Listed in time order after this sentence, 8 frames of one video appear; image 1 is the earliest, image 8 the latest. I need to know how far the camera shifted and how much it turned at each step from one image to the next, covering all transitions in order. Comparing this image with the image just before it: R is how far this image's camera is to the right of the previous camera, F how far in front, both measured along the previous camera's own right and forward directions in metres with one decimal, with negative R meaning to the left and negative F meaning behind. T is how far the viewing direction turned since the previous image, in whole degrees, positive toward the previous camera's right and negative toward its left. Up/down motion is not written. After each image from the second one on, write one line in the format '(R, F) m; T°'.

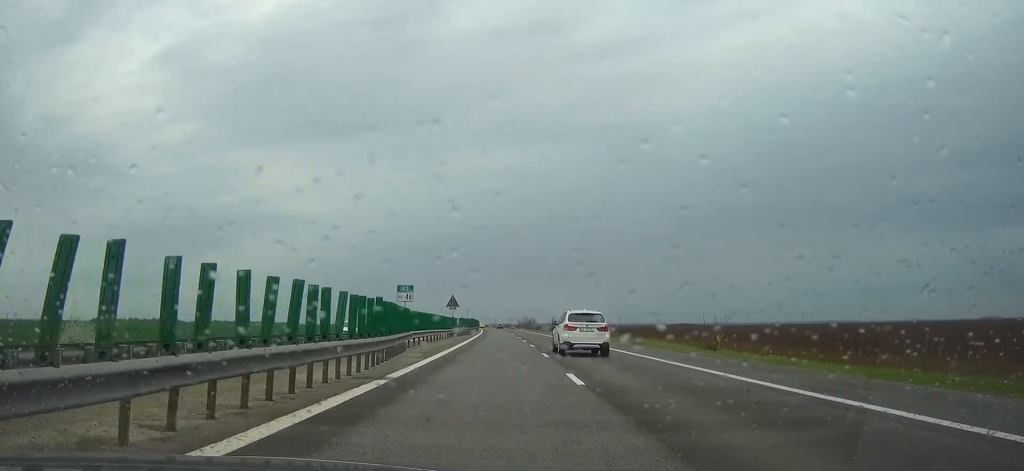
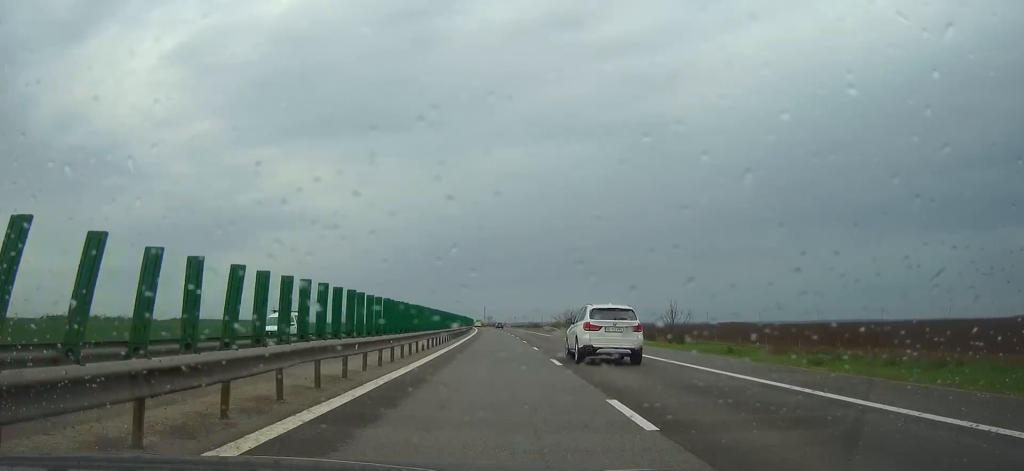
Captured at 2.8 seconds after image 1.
(0.0, +113.1) m; -1°
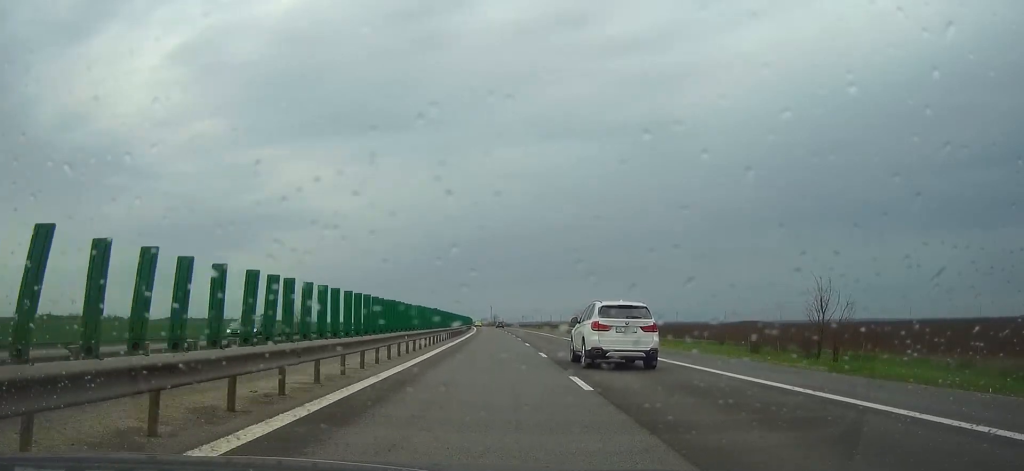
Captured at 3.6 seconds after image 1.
(-0.6, +31.3) m; -1°
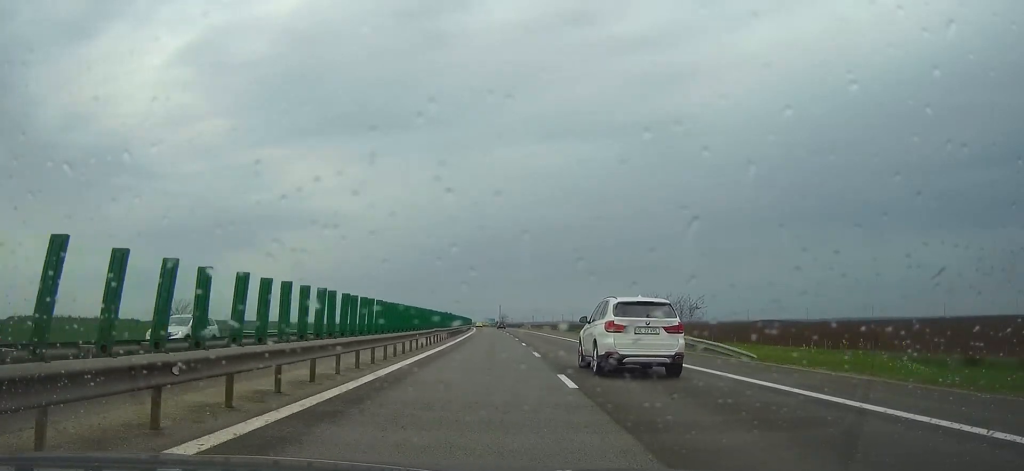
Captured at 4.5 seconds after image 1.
(-0.4, +35.6) m; -1°
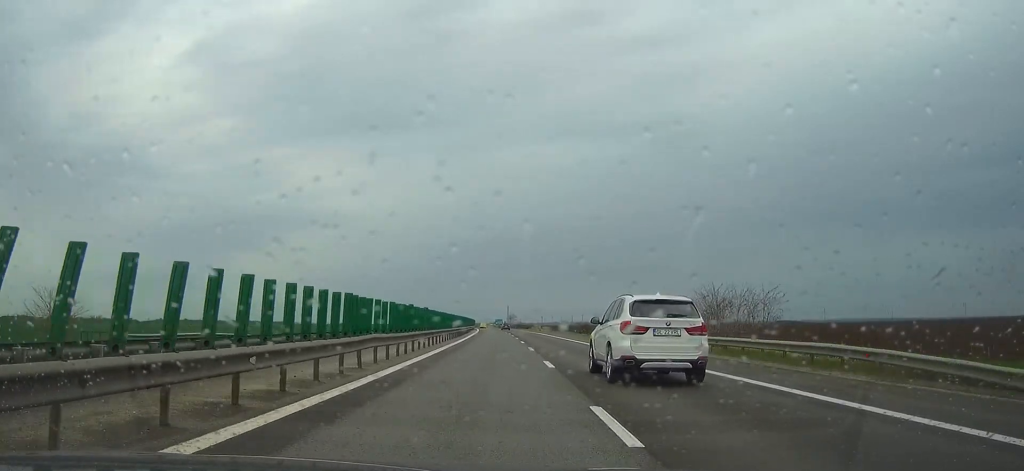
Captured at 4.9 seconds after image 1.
(0.0, +17.9) m; 0°
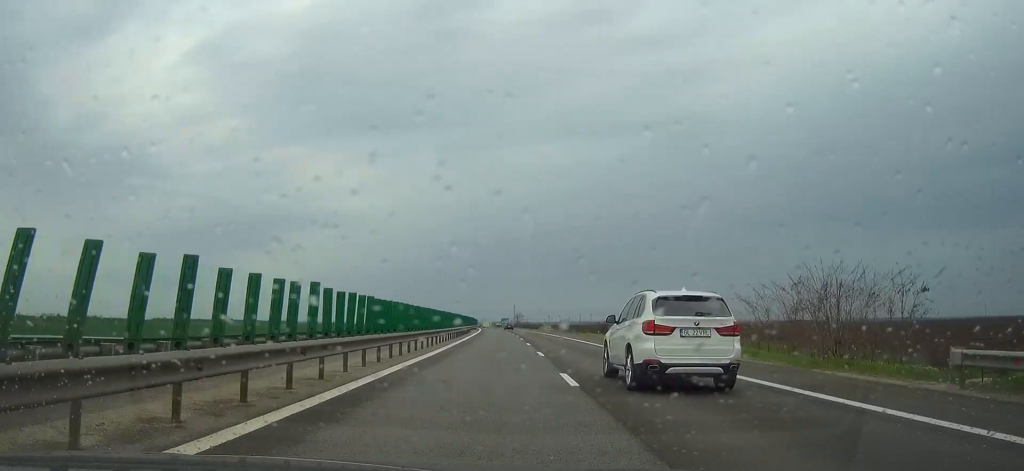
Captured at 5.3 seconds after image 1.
(-0.1, +17.9) m; -1°
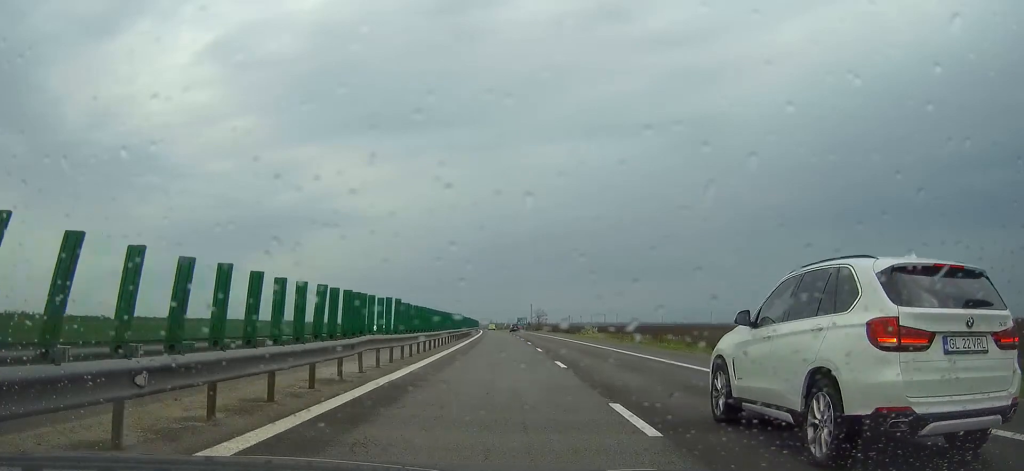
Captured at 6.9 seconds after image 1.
(-0.9, +66.4) m; -1°
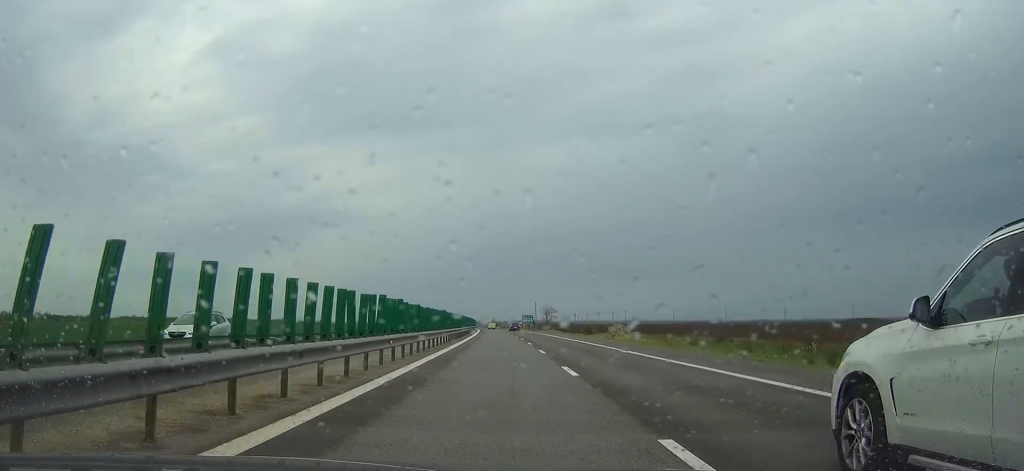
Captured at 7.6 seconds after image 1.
(0.0, +27.6) m; 0°
